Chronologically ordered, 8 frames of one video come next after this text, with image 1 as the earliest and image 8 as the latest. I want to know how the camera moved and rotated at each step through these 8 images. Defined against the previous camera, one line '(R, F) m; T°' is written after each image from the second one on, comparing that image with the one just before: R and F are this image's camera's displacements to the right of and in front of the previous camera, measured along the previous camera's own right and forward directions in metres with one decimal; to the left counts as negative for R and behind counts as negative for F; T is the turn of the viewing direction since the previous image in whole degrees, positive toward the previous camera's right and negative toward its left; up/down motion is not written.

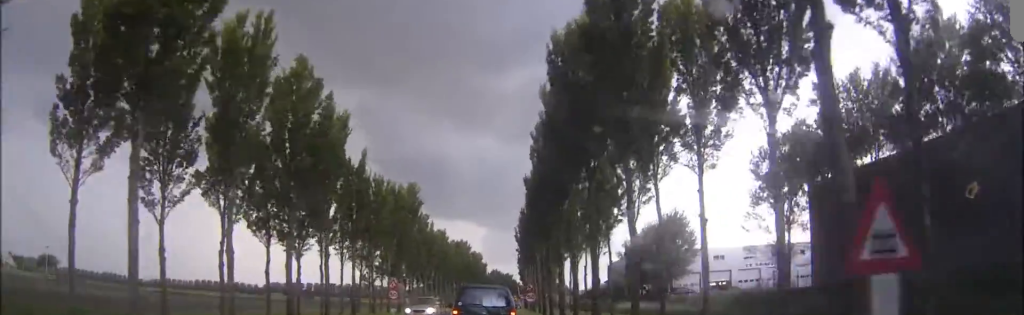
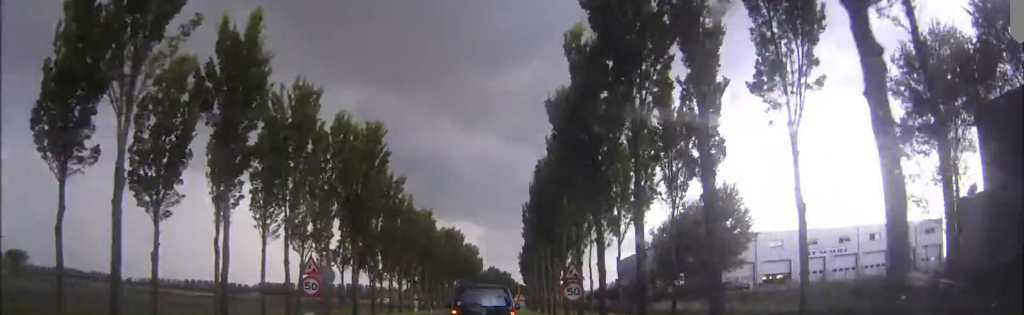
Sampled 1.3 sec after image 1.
(+0.4, +24.7) m; +2°
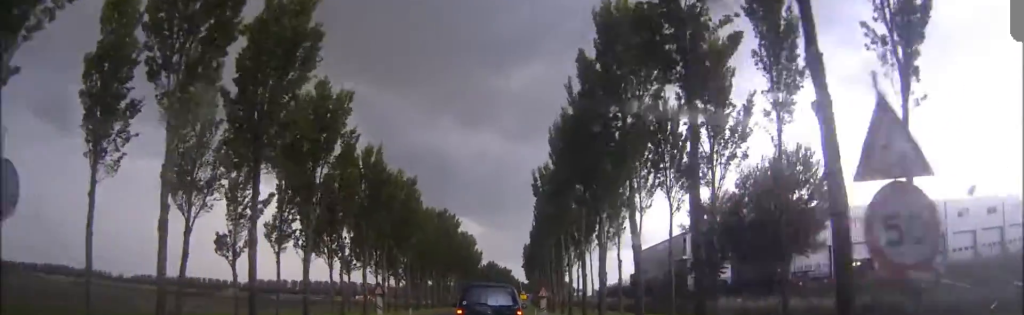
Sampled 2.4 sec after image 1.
(+0.2, +21.5) m; 0°
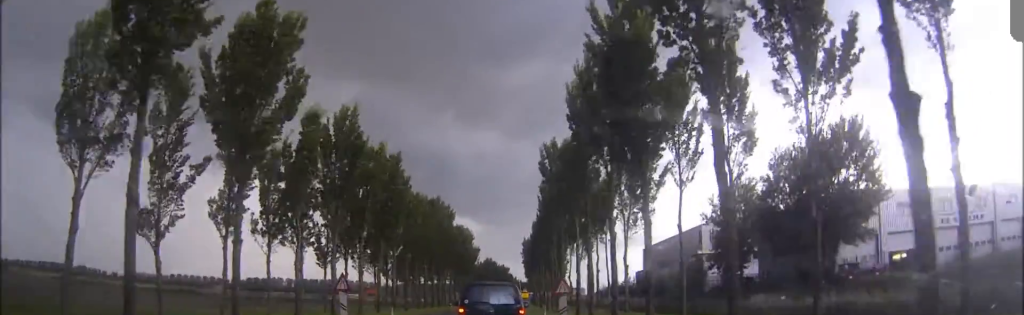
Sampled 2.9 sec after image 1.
(0.0, +9.7) m; 0°
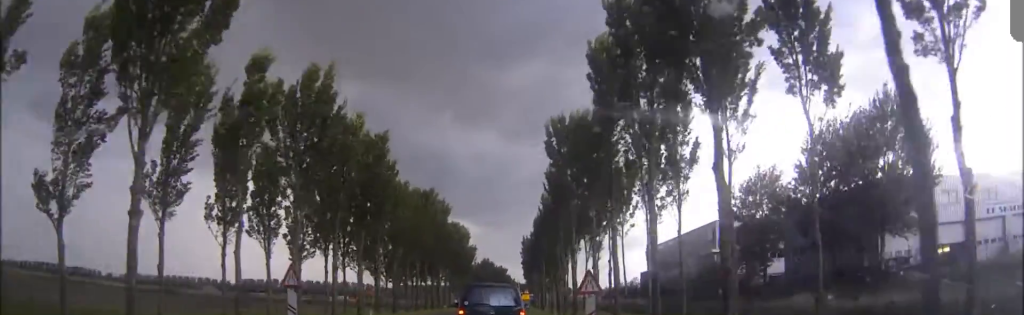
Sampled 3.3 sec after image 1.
(0.0, +7.7) m; 0°
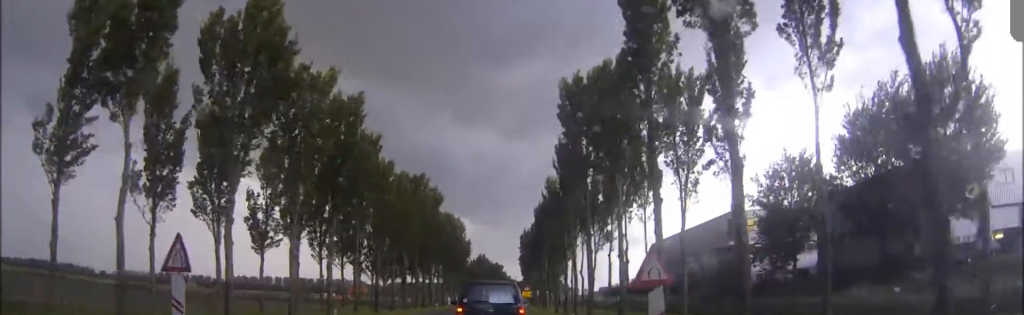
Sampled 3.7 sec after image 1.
(0.0, +8.4) m; 0°
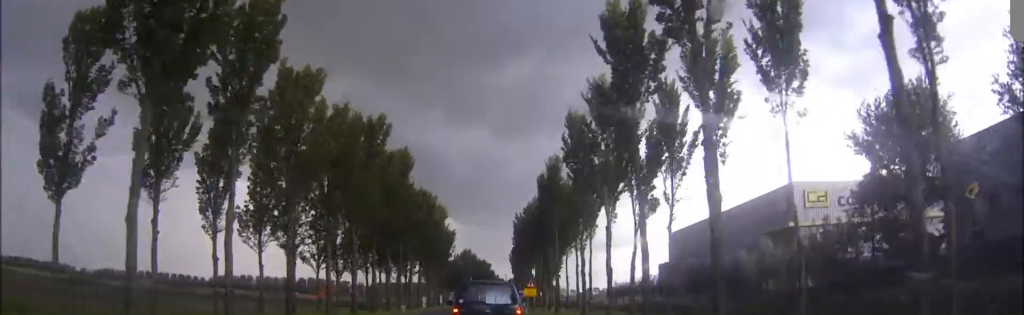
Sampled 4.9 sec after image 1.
(+0.1, +22.6) m; 0°
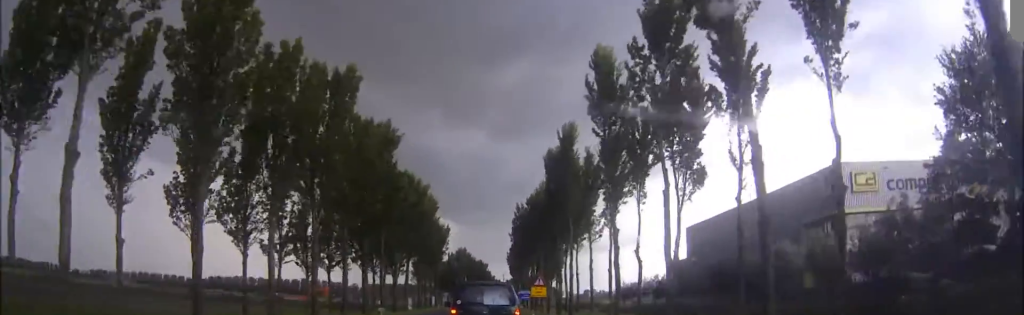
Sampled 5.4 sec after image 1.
(+0.1, +10.9) m; 0°
